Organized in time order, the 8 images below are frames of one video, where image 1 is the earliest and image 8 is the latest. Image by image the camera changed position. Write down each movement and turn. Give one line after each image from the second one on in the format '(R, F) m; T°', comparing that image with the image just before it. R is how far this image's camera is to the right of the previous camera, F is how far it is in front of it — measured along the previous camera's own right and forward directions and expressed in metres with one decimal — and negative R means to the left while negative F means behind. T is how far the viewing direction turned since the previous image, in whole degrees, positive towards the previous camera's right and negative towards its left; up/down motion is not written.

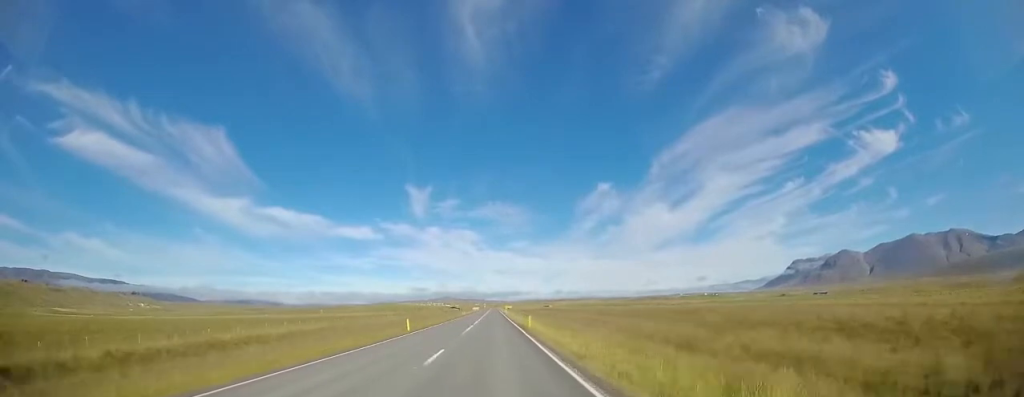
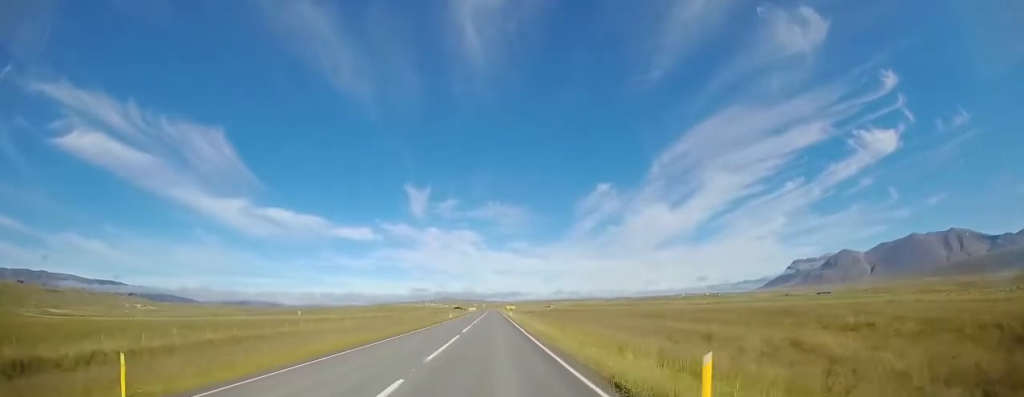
(0.0, +23.3) m; +1°
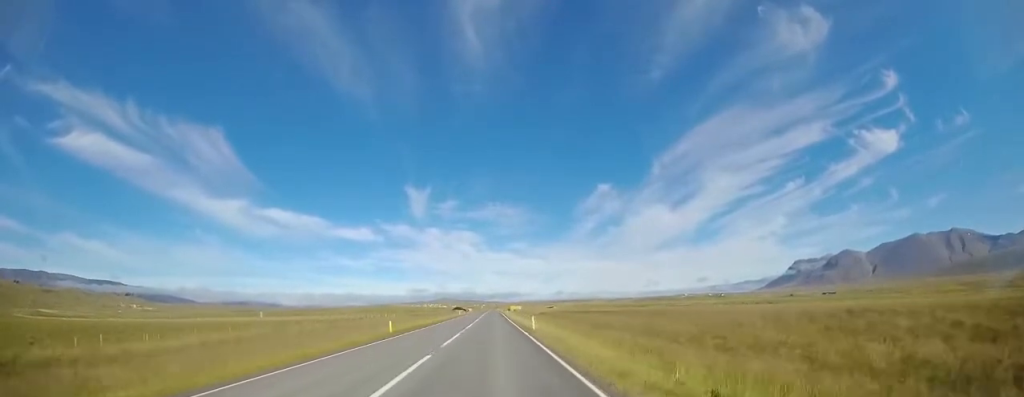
(+0.3, +32.5) m; +1°
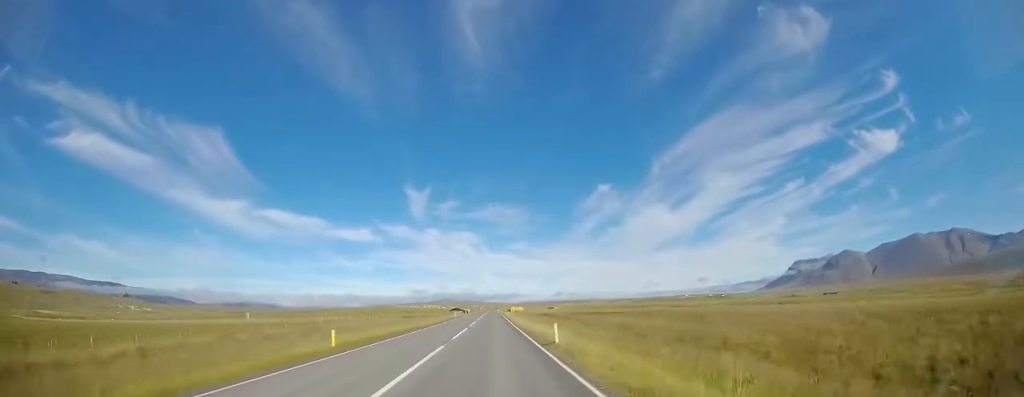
(+0.1, +8.3) m; 0°
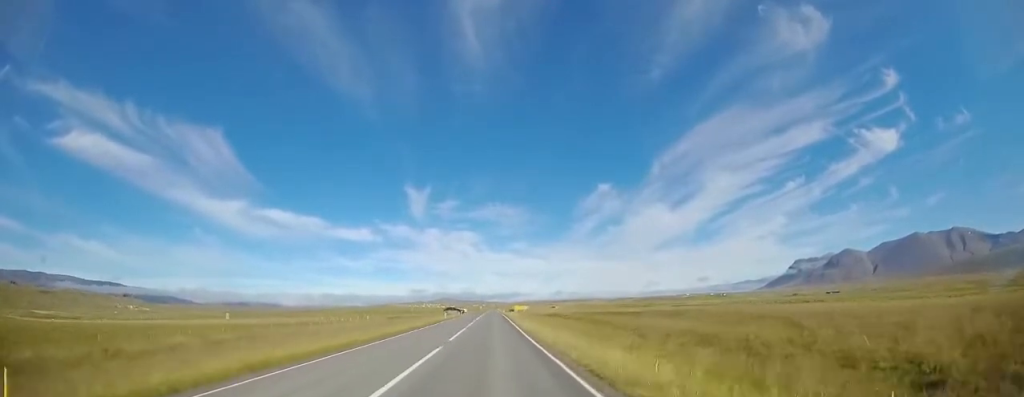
(+0.1, +12.4) m; 0°
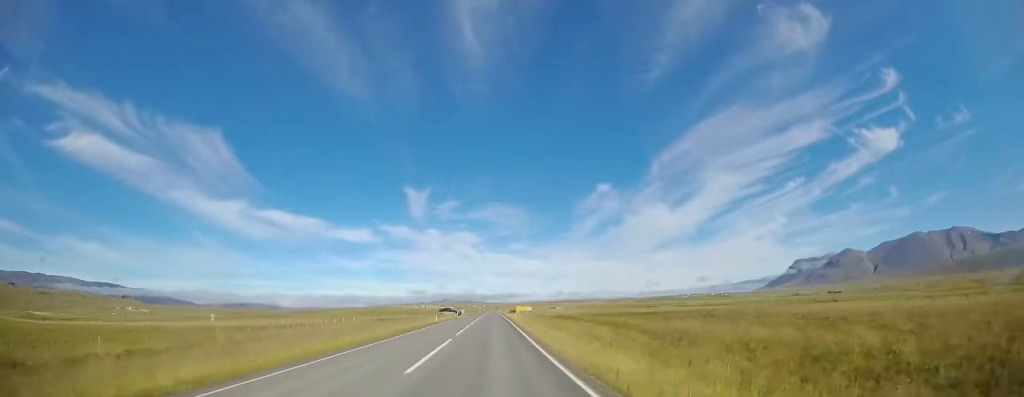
(0.0, +7.7) m; 0°
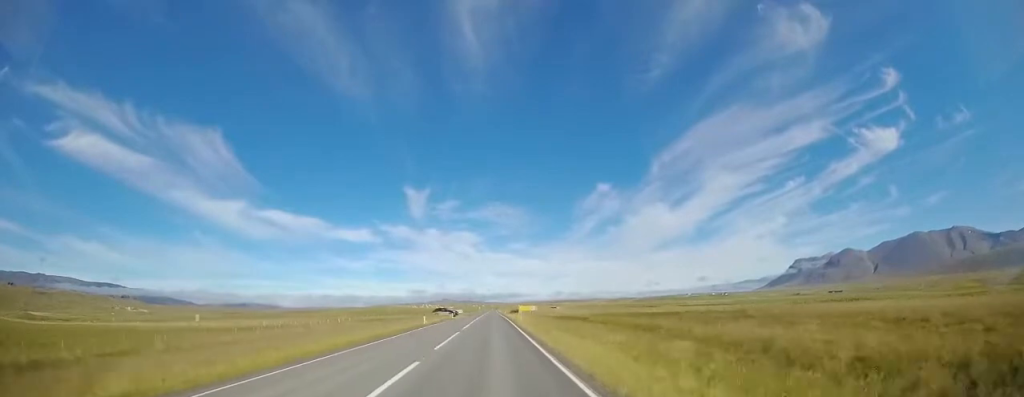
(0.0, +7.1) m; -1°
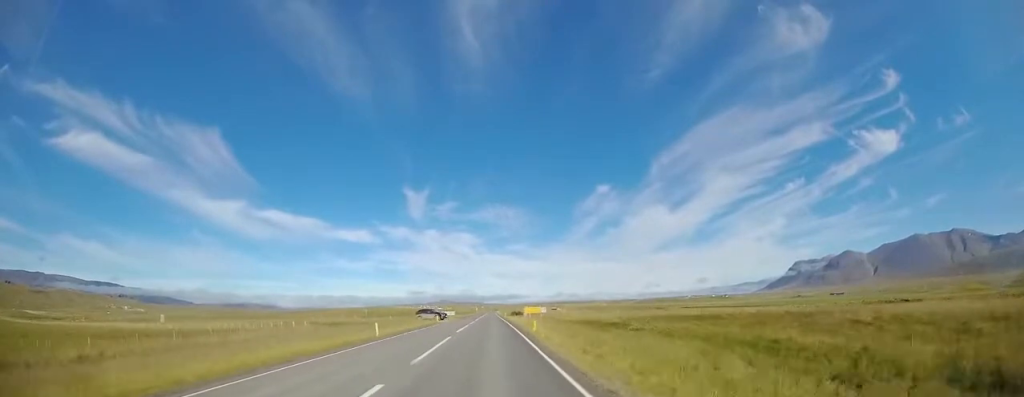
(-0.2, +14.0) m; -2°
